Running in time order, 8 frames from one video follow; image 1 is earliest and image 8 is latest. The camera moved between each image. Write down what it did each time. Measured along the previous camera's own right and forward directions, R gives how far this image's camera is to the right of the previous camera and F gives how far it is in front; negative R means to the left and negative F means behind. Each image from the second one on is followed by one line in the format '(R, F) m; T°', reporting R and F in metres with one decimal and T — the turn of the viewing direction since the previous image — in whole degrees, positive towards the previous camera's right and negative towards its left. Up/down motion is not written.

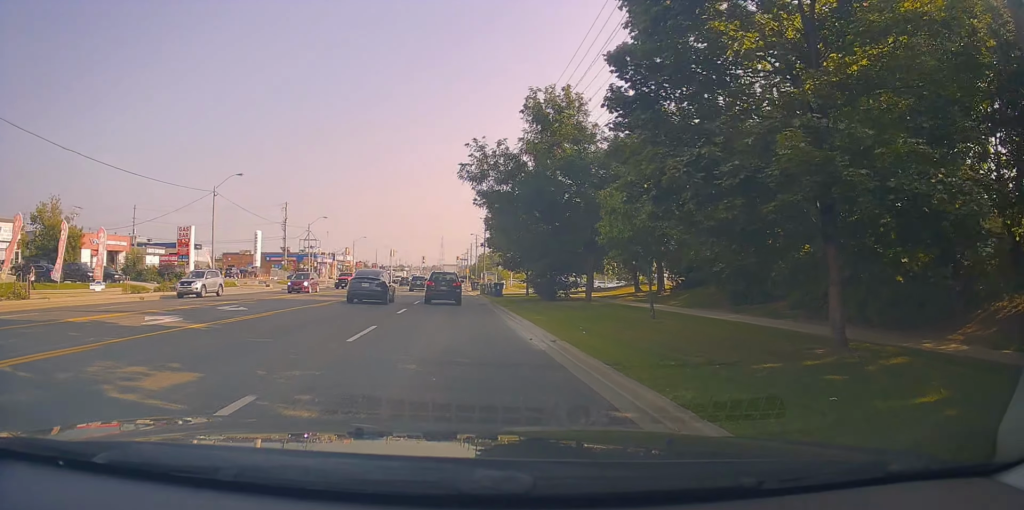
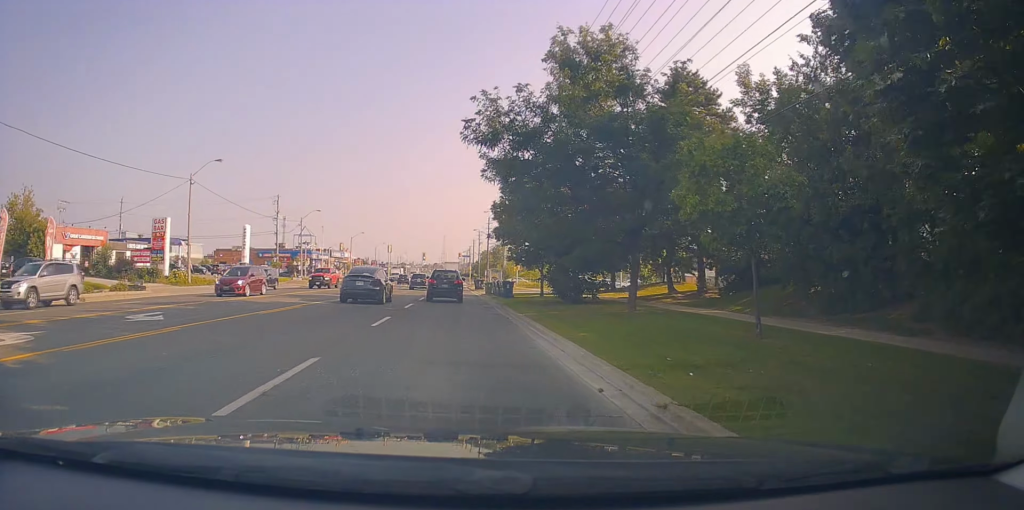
(-0.2, +5.9) m; 0°
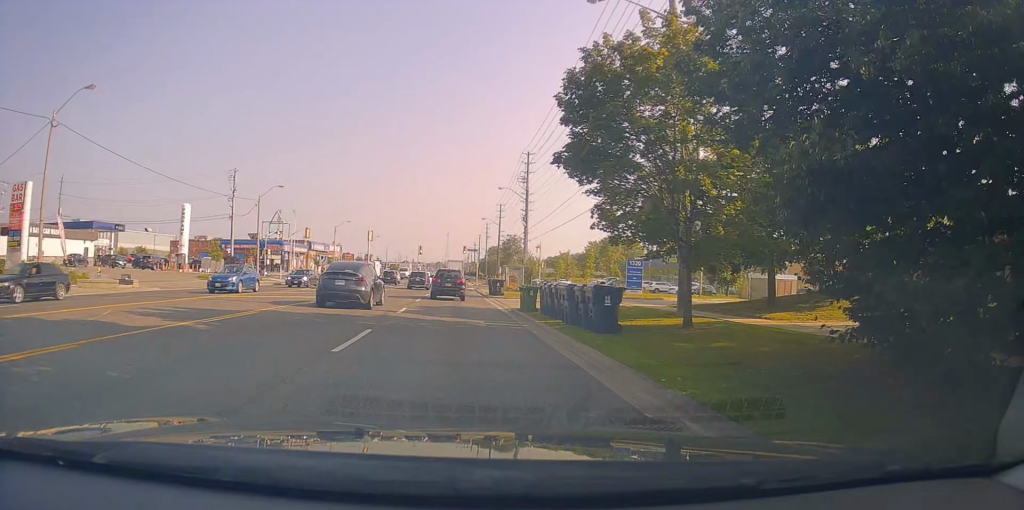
(+0.9, +21.5) m; -1°
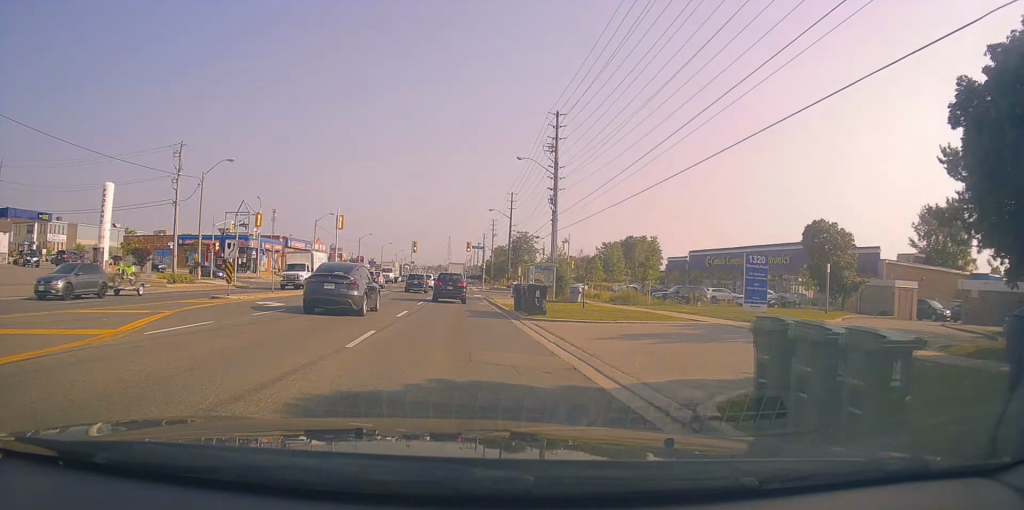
(-0.9, +16.7) m; 0°
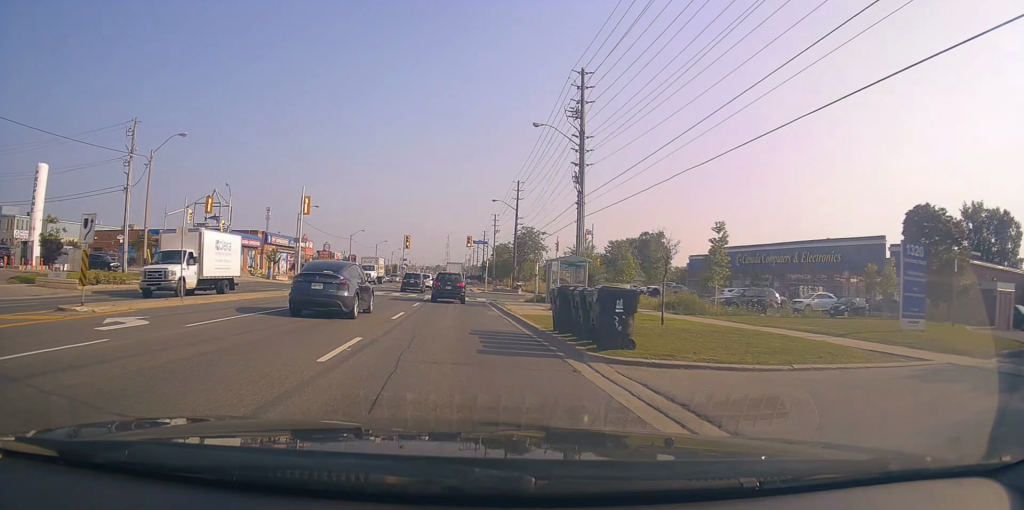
(+0.3, +9.5) m; +3°
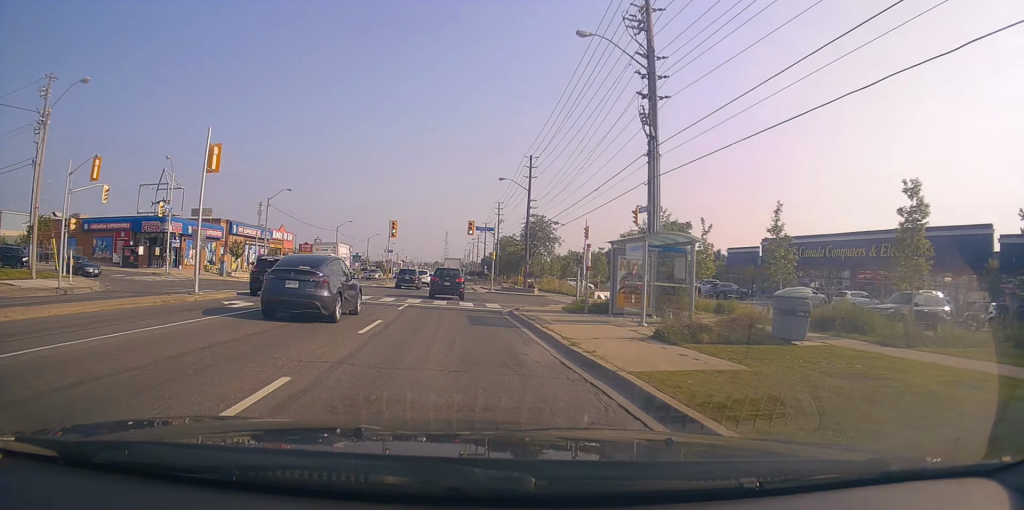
(+0.3, +13.2) m; -1°
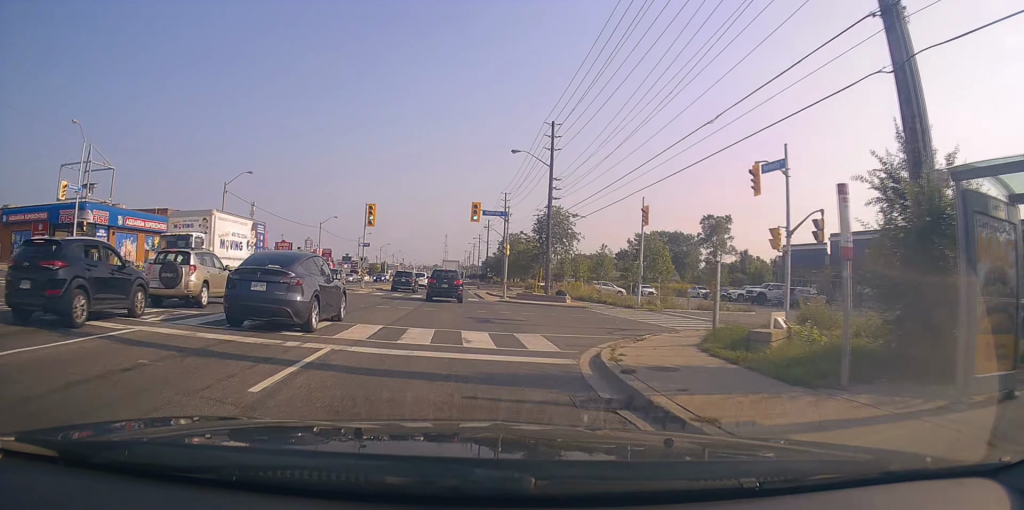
(-0.4, +14.3) m; -1°
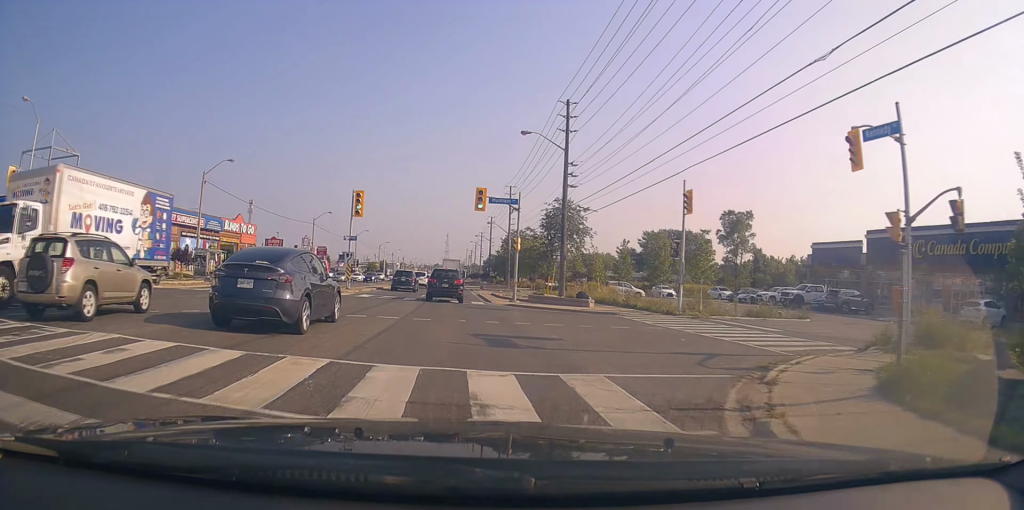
(+0.1, +5.8) m; 0°
